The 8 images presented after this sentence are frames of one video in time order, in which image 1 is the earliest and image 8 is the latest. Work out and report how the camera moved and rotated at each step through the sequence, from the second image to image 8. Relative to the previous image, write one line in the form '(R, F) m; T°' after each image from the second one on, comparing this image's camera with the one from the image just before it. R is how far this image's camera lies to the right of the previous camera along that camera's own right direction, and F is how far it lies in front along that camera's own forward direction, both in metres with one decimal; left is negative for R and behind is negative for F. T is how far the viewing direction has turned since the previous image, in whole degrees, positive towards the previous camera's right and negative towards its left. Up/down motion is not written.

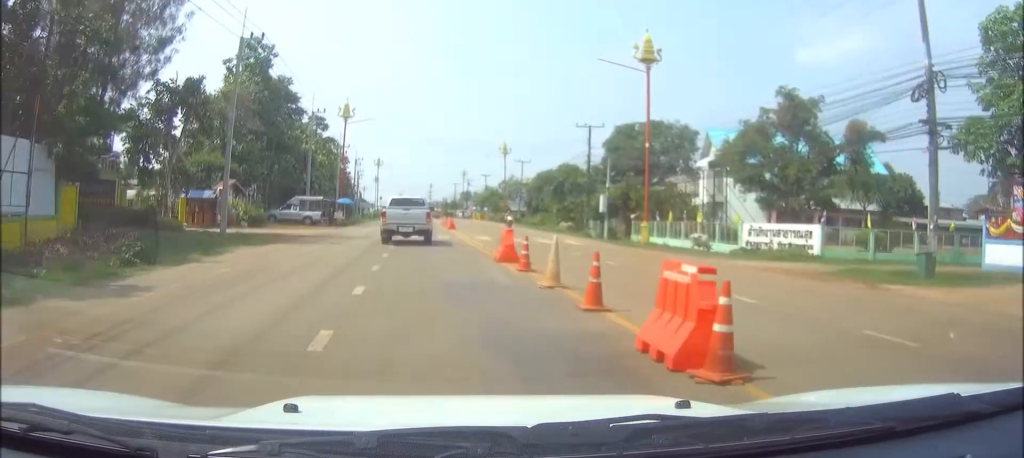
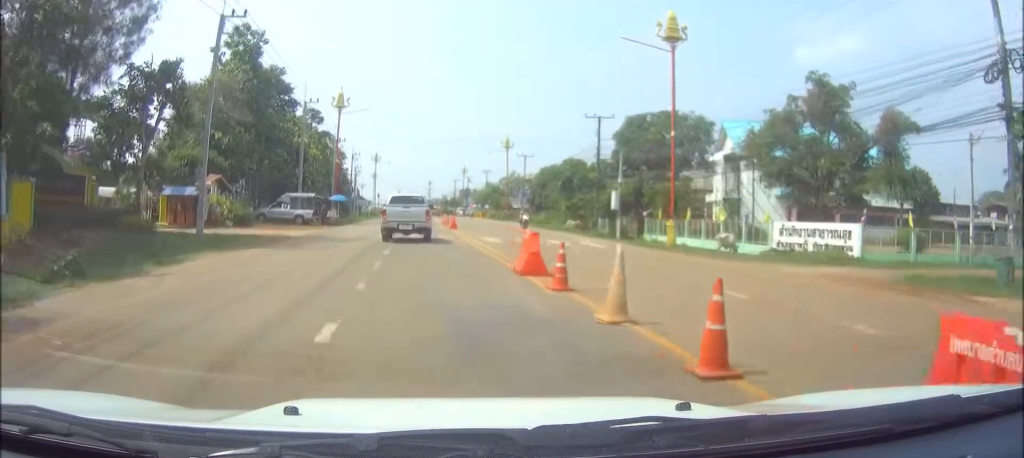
(0.0, +3.8) m; 0°
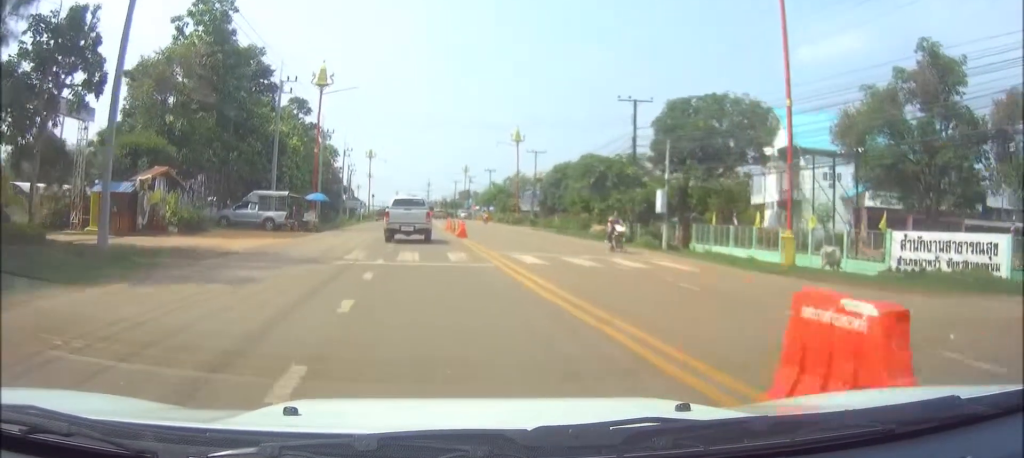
(+0.1, +10.6) m; 0°
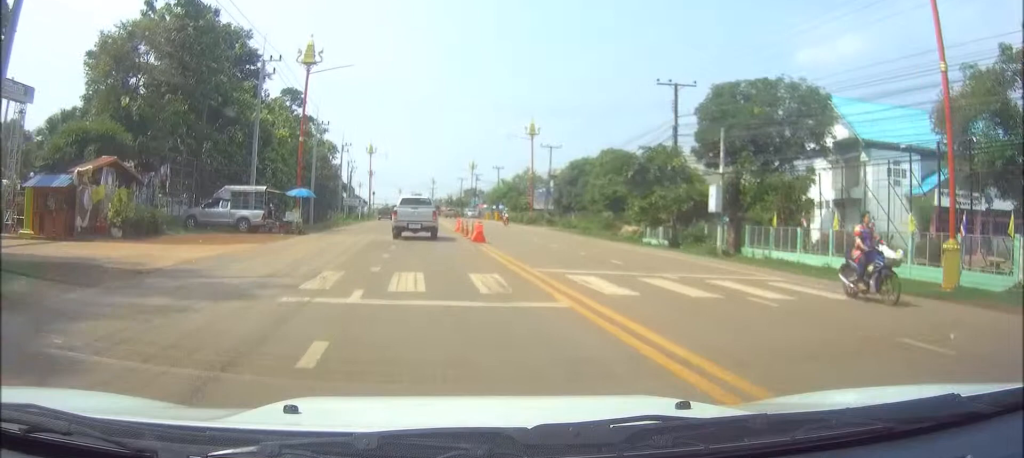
(-0.1, +7.6) m; -1°
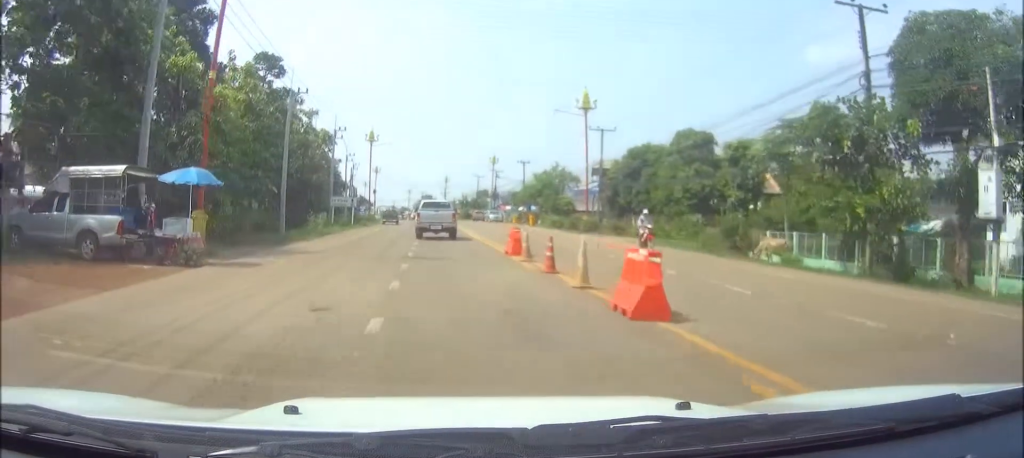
(-0.5, +19.6) m; -2°
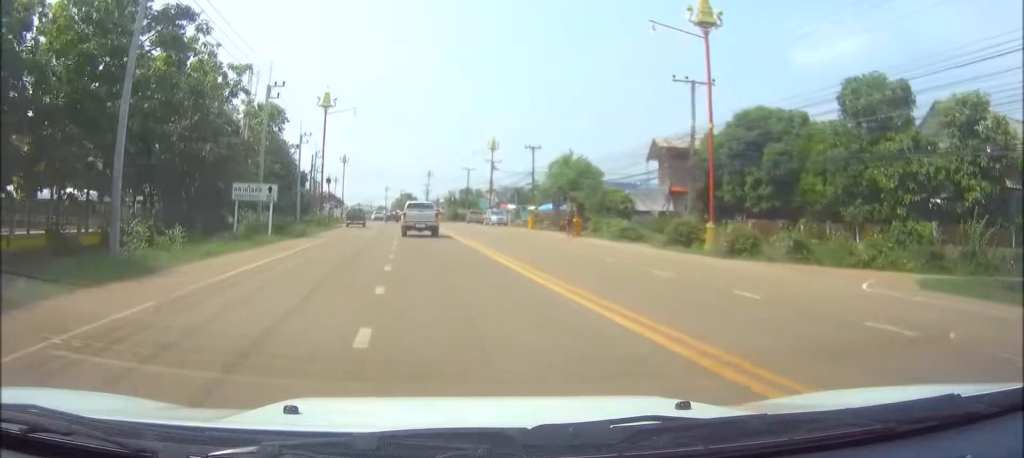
(+0.5, +26.1) m; +2°
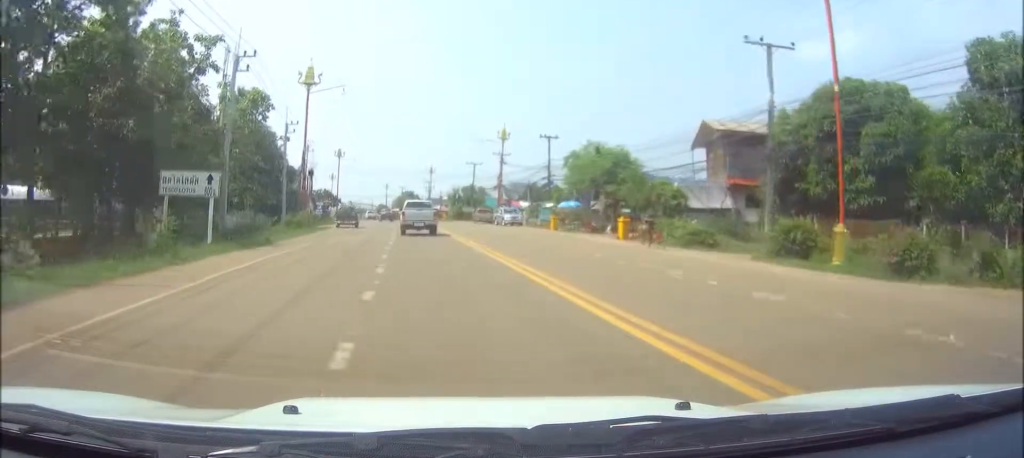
(0.0, +9.3) m; 0°
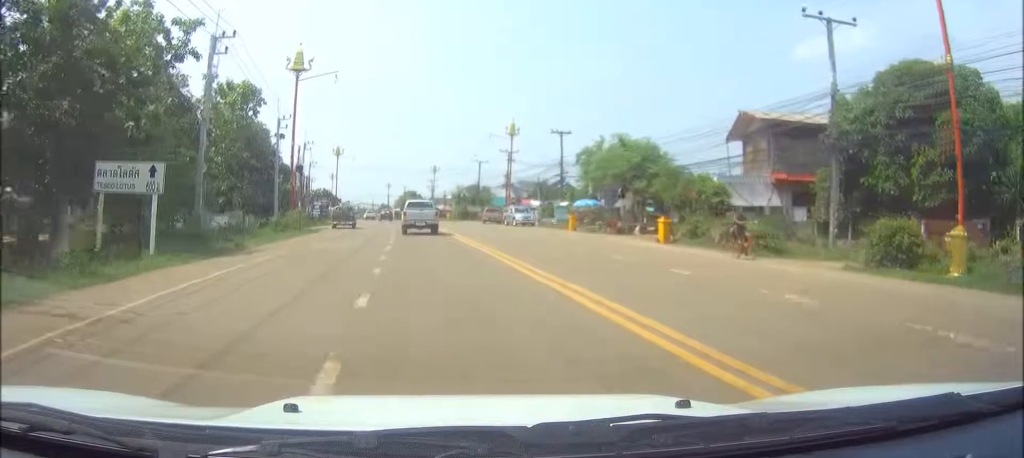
(0.0, +5.1) m; 0°
